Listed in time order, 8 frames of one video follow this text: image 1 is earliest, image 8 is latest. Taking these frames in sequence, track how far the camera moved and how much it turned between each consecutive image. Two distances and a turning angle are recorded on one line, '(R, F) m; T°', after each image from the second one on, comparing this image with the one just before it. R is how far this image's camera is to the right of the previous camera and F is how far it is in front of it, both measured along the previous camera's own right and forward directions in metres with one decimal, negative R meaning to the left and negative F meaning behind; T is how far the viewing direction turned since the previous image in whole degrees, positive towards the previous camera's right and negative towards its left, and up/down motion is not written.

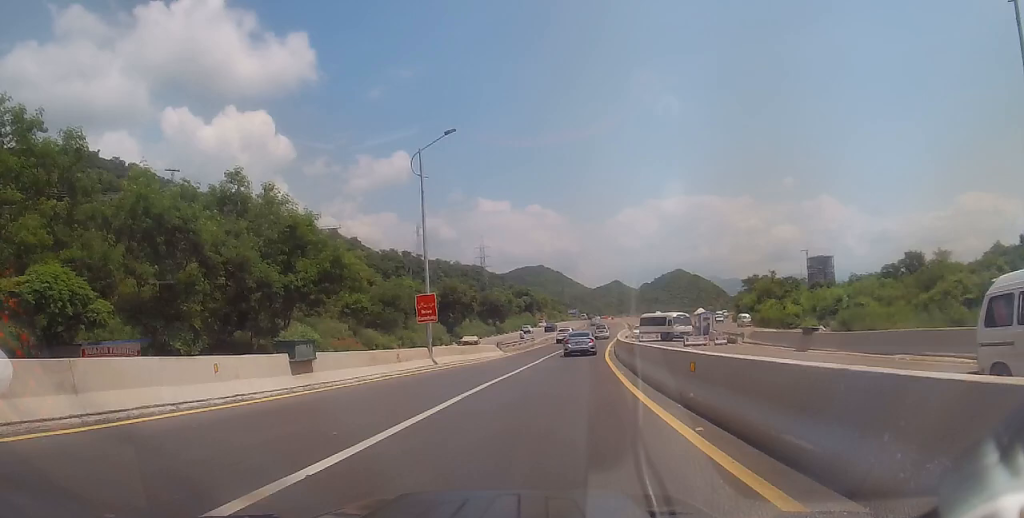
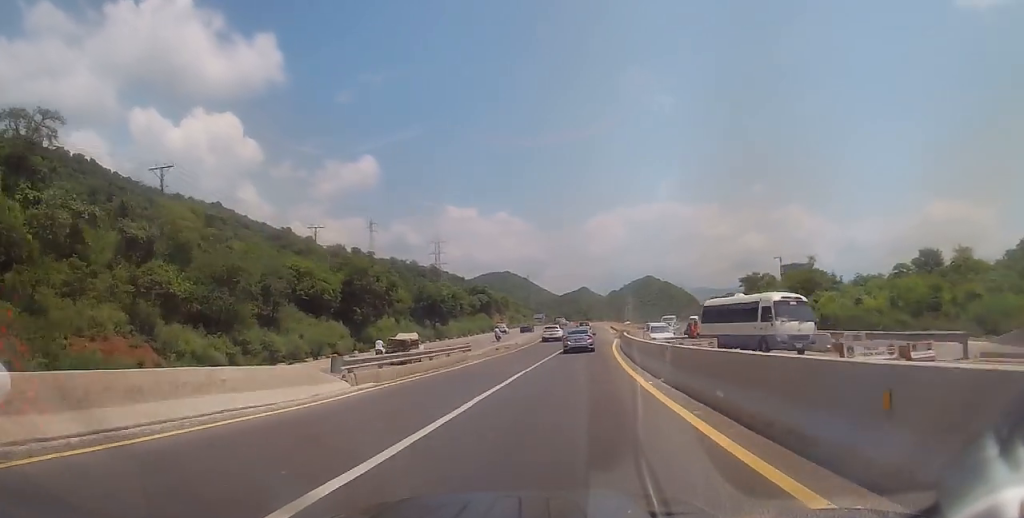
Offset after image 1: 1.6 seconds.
(+0.4, +29.1) m; +4°
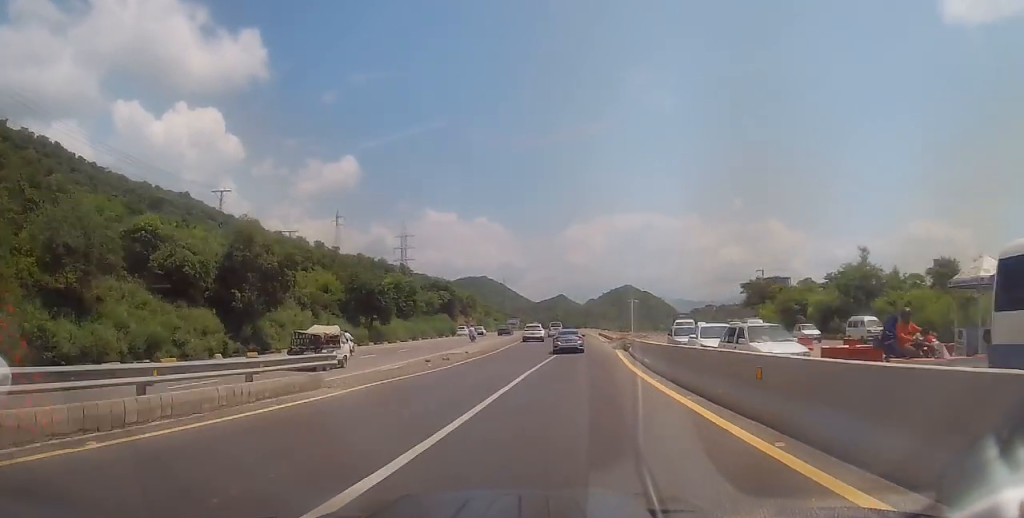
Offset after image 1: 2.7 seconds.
(+0.9, +19.3) m; +2°
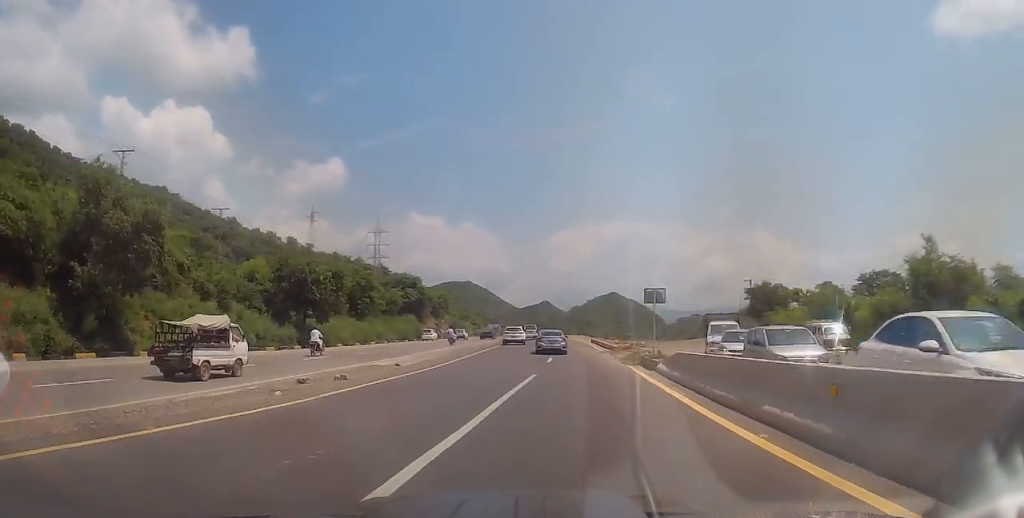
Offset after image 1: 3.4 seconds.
(-0.3, +14.1) m; +2°
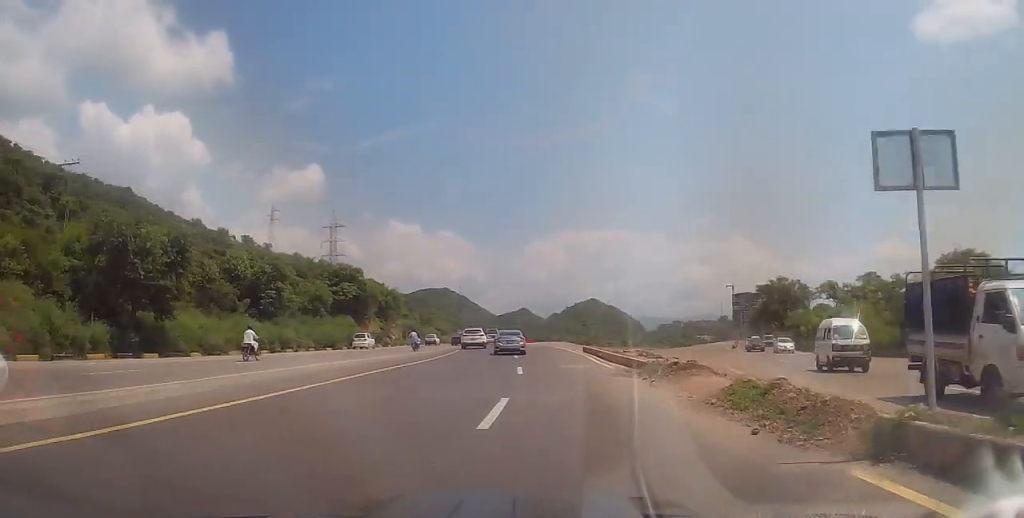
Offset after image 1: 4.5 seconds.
(+0.9, +20.3) m; +2°
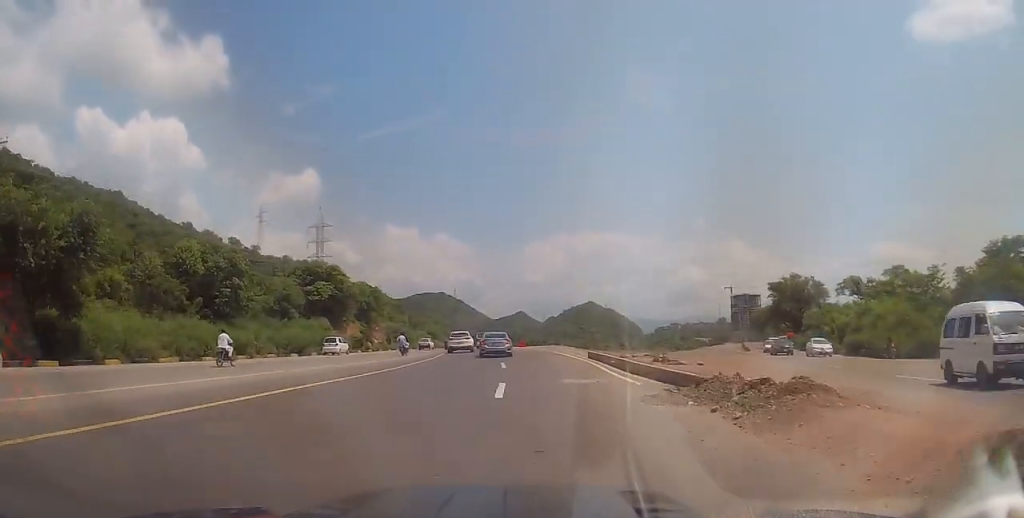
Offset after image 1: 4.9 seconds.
(0.0, +7.4) m; -1°
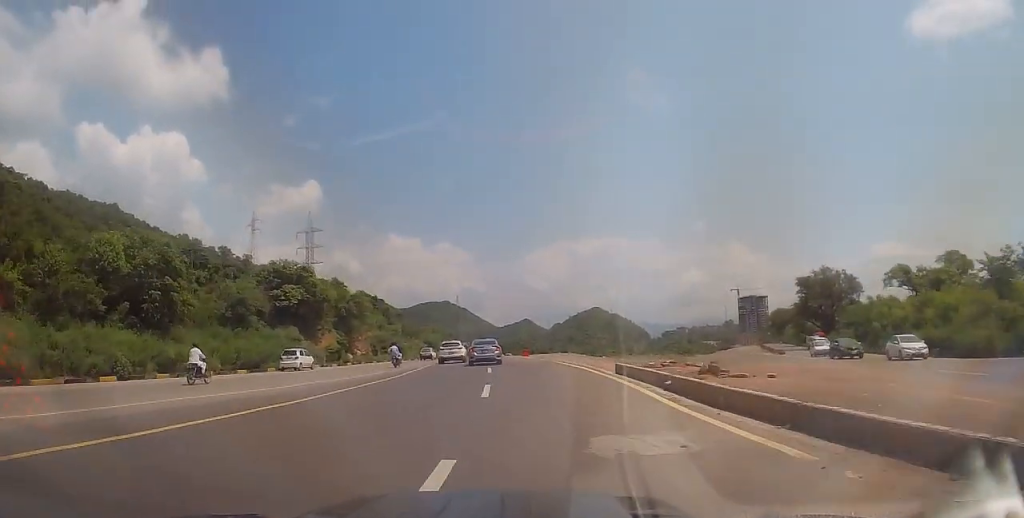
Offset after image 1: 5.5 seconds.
(-0.1, +9.9) m; -1°
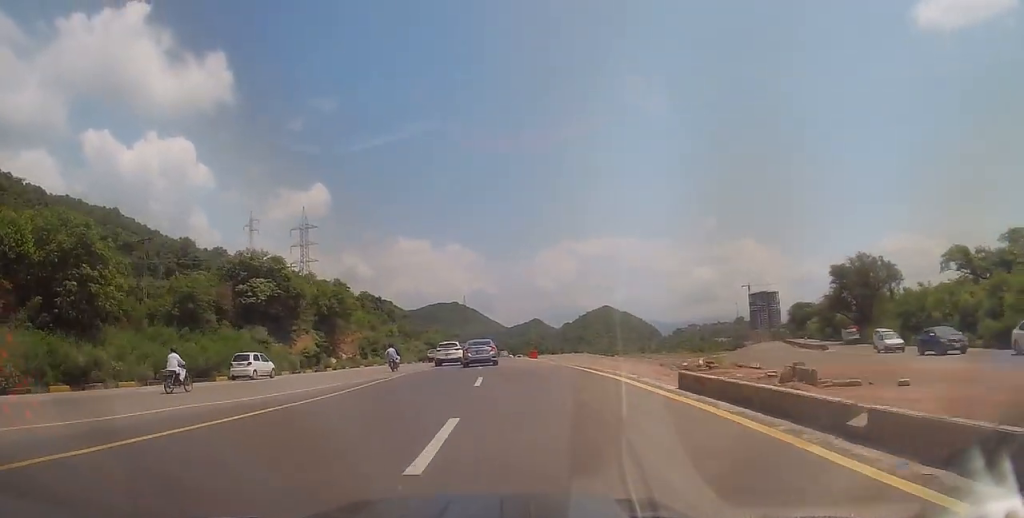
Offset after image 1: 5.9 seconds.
(-0.1, +8.7) m; -1°
